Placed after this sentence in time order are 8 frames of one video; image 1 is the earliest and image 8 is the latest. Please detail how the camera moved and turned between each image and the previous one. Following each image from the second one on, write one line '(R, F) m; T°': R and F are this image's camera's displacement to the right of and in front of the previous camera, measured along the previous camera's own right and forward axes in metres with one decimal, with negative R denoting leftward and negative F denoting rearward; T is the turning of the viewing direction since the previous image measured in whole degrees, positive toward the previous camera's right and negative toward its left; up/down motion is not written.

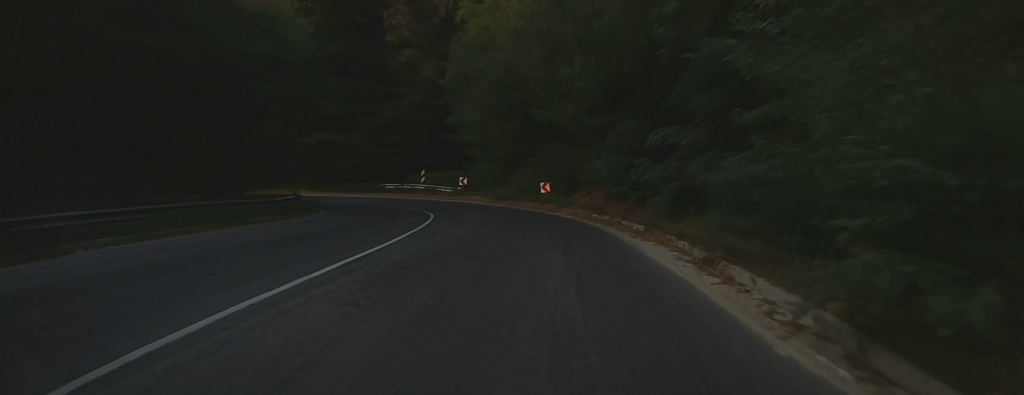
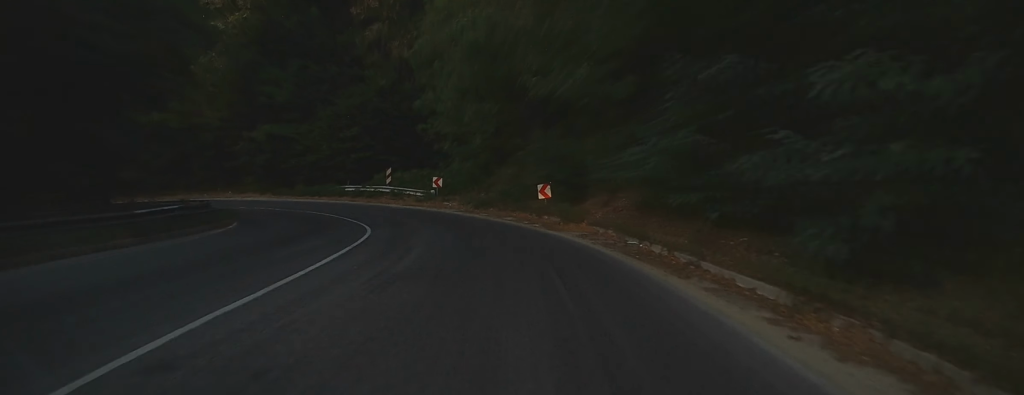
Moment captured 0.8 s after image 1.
(-0.1, +10.2) m; -4°
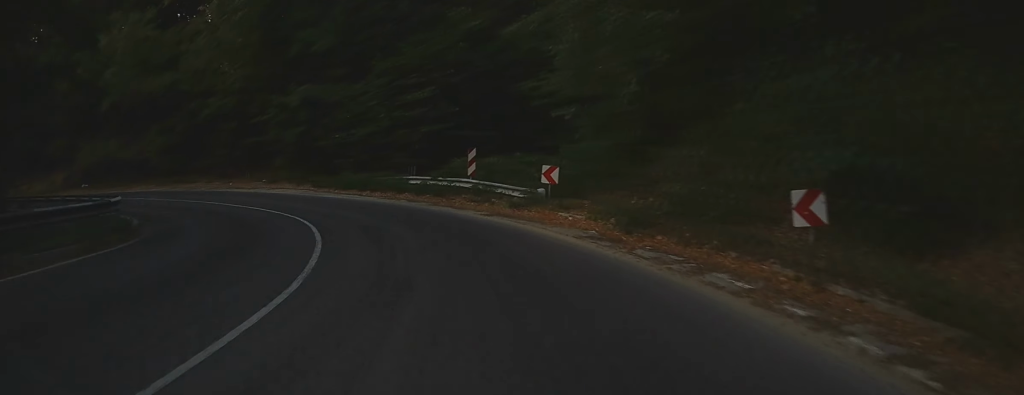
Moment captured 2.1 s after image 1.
(-1.4, +15.5) m; -16°
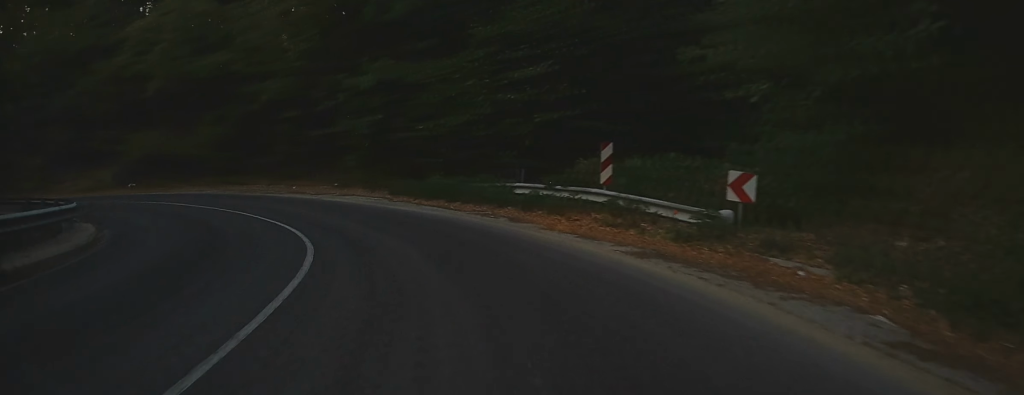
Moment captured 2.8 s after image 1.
(-1.1, +7.9) m; -14°
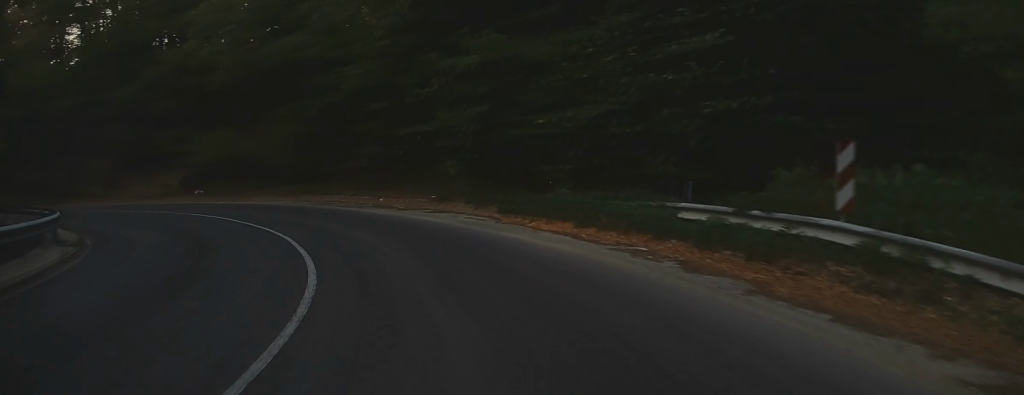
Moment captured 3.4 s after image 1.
(-0.4, +6.4) m; -11°
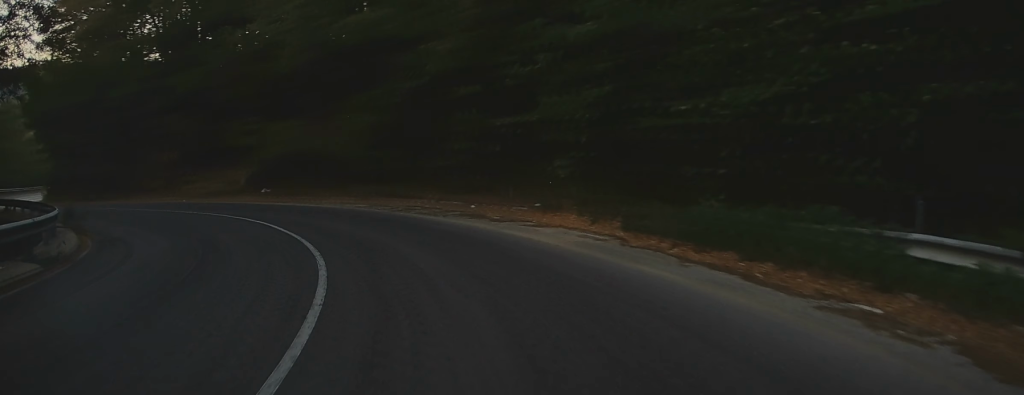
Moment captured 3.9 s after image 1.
(-0.6, +4.6) m; -6°
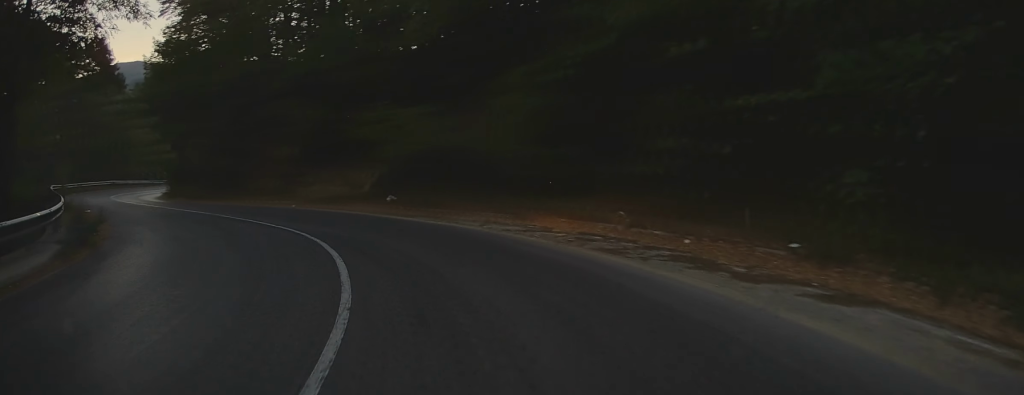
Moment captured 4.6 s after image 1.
(-0.7, +7.8) m; -10°
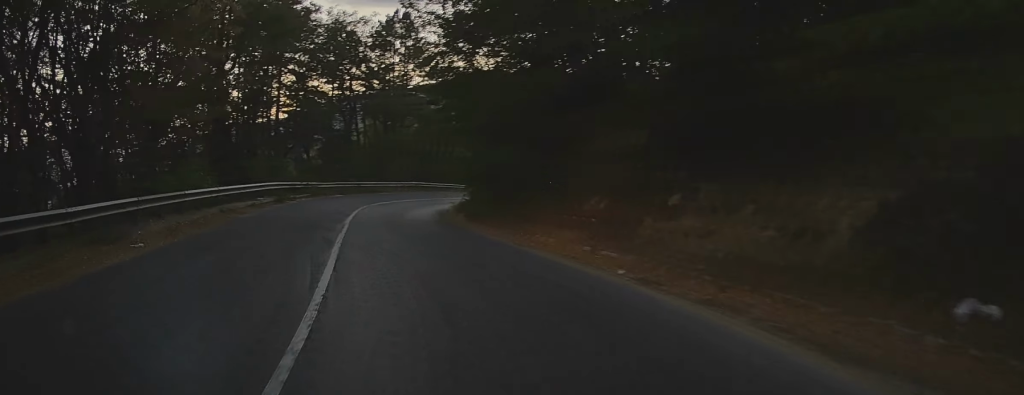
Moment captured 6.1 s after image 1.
(-3.4, +18.2) m; -21°
